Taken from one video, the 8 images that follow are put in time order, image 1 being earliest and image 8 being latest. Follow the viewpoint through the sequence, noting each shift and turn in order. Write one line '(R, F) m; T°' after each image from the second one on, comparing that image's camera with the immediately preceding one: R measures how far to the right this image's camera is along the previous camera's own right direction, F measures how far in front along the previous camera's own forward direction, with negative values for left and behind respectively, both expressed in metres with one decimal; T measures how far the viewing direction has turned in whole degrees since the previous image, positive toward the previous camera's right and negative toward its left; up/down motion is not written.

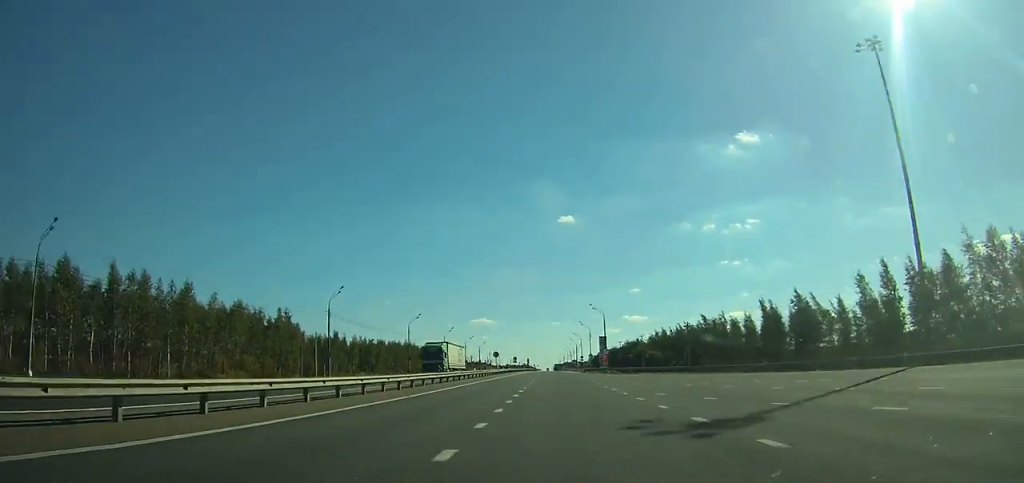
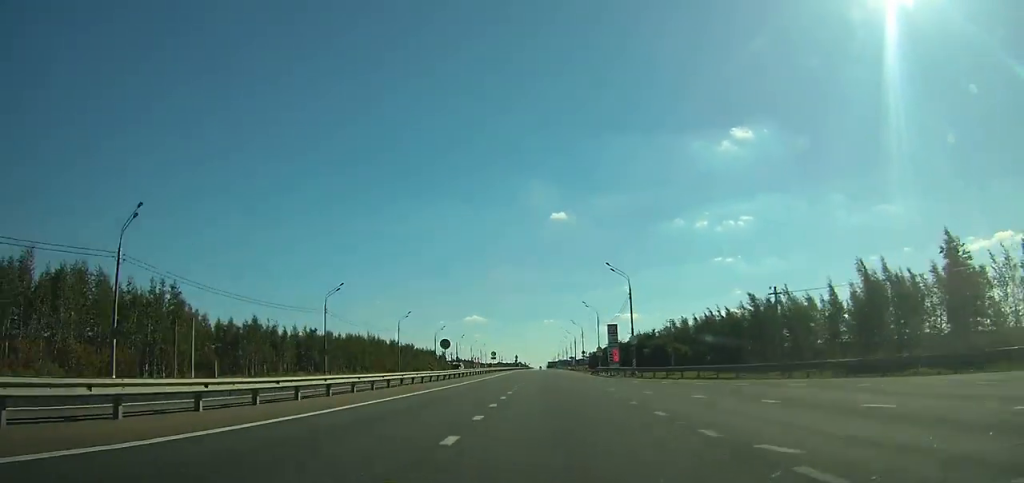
(+0.3, +36.9) m; +1°
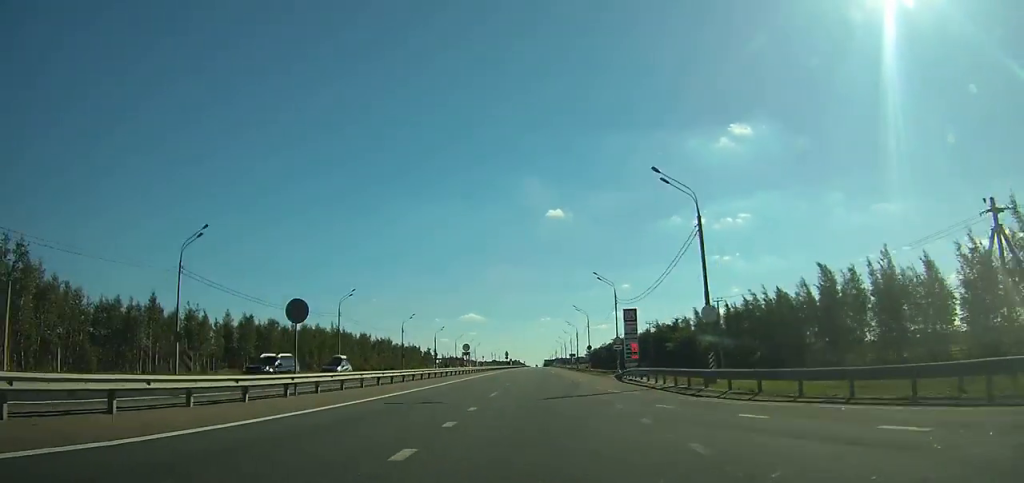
(0.0, +27.8) m; 0°
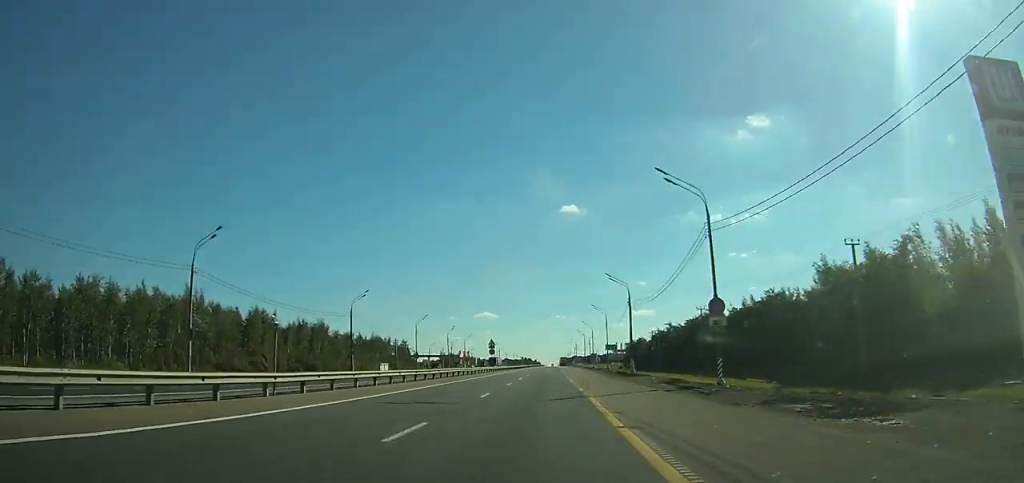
(+0.6, +73.3) m; +1°
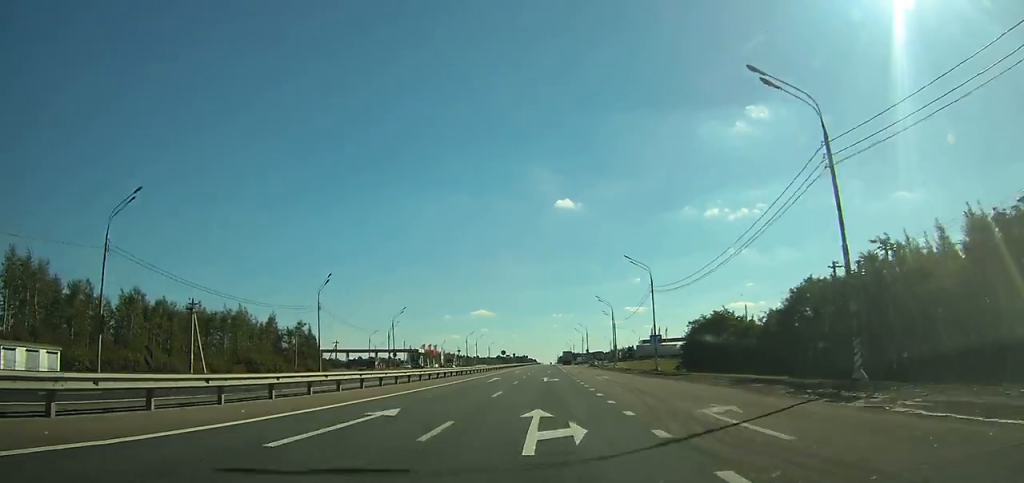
(+0.3, +88.9) m; +1°
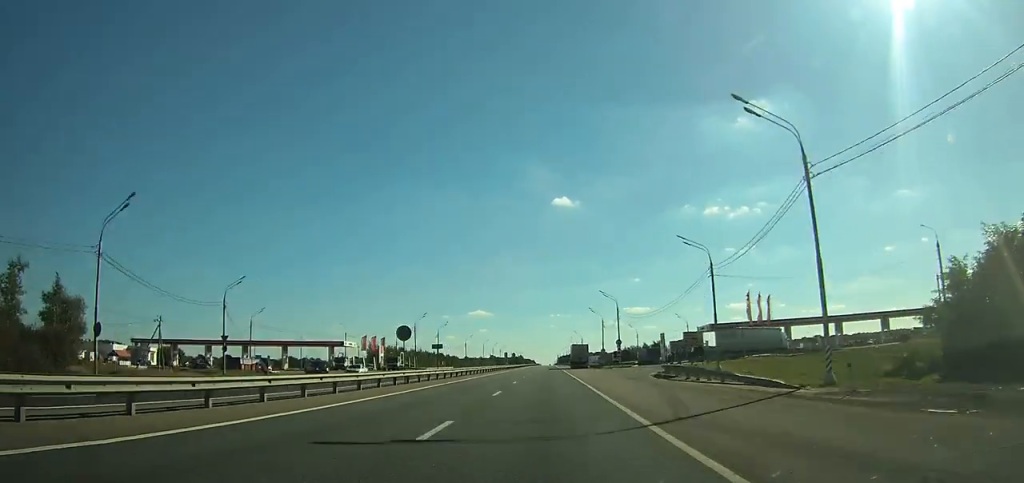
(+0.5, +74.8) m; 0°
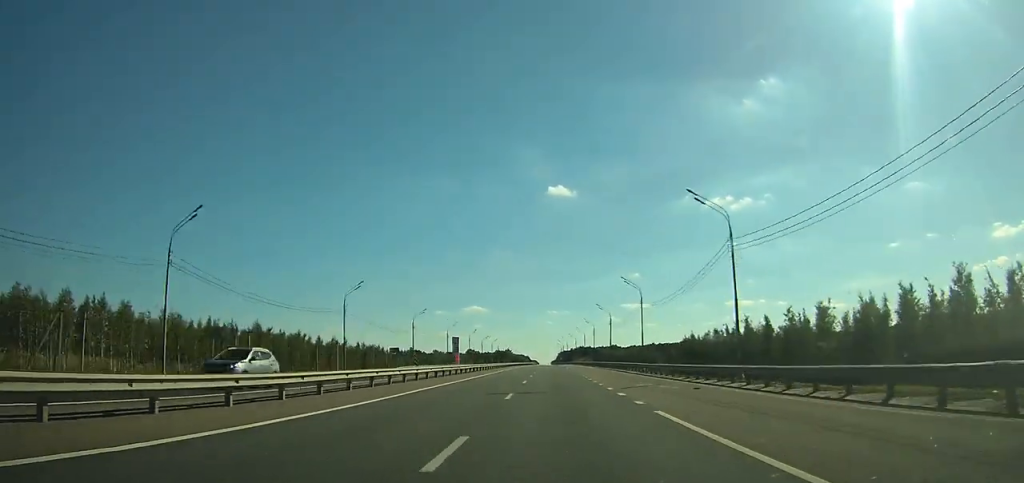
(+0.2, +192.3) m; 0°
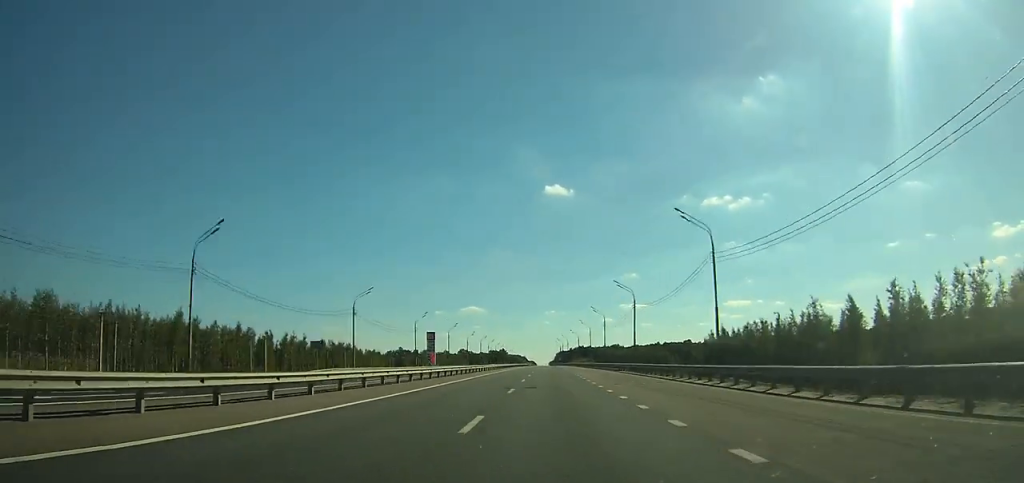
(0.0, +33.6) m; 0°
